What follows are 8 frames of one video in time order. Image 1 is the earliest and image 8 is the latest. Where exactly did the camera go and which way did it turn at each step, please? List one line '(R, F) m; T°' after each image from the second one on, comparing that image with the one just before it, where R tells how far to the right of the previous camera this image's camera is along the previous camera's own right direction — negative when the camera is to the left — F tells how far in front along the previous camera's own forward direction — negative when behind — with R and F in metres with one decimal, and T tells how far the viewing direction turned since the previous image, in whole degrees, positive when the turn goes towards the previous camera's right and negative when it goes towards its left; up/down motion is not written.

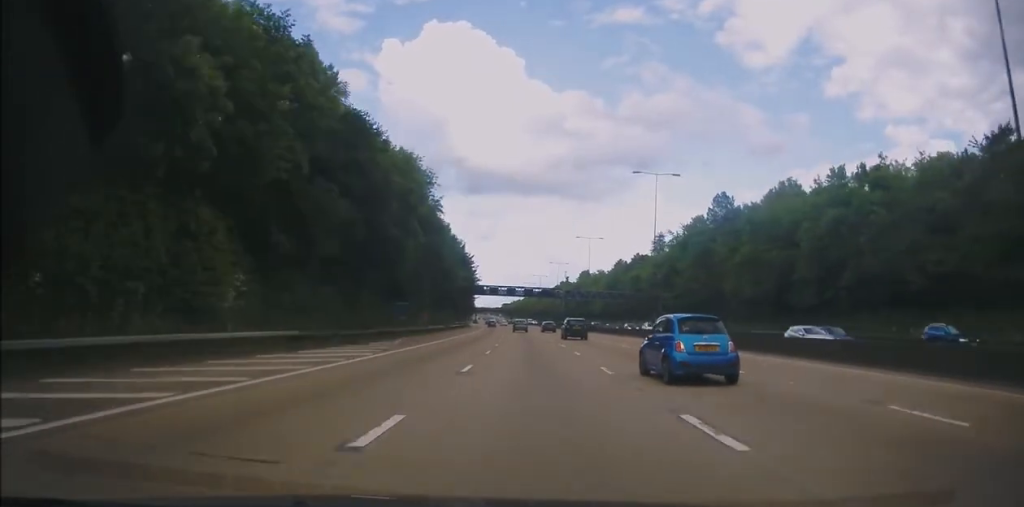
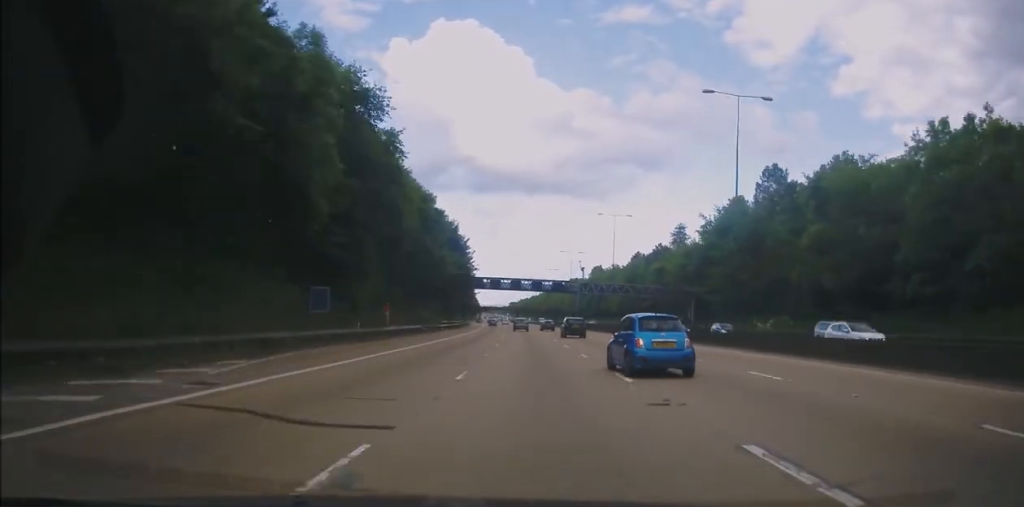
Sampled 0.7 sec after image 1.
(+0.2, +20.6) m; -1°
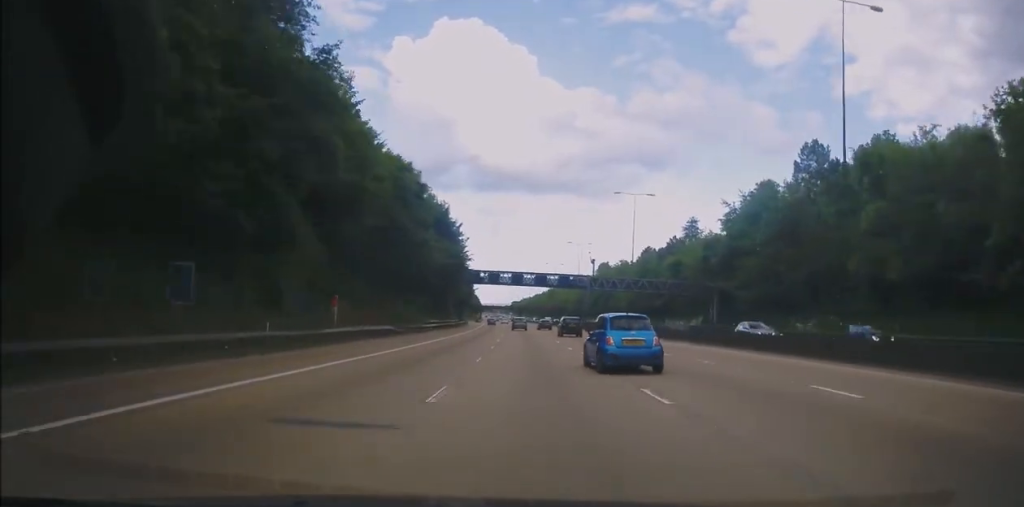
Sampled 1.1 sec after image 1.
(-0.3, +12.7) m; -1°
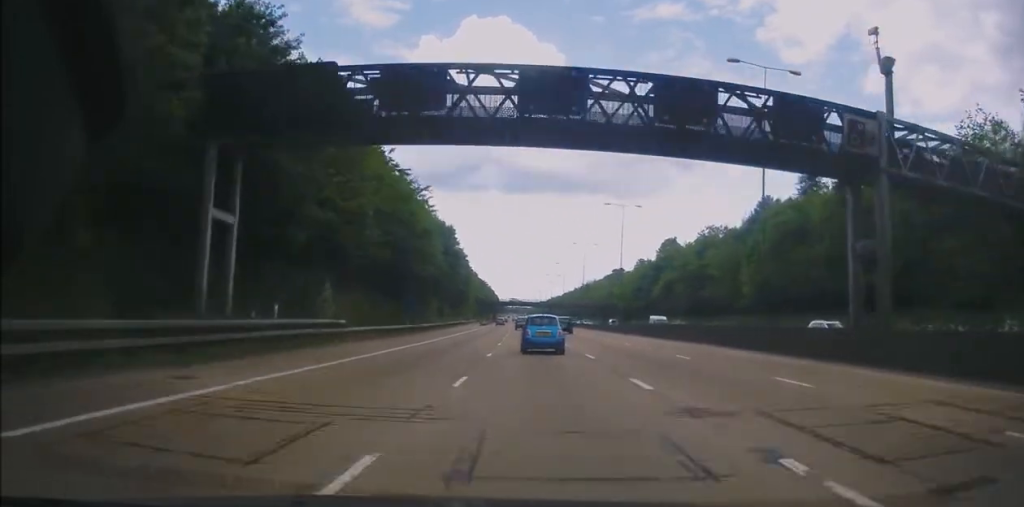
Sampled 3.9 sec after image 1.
(-1.7, +78.2) m; -3°
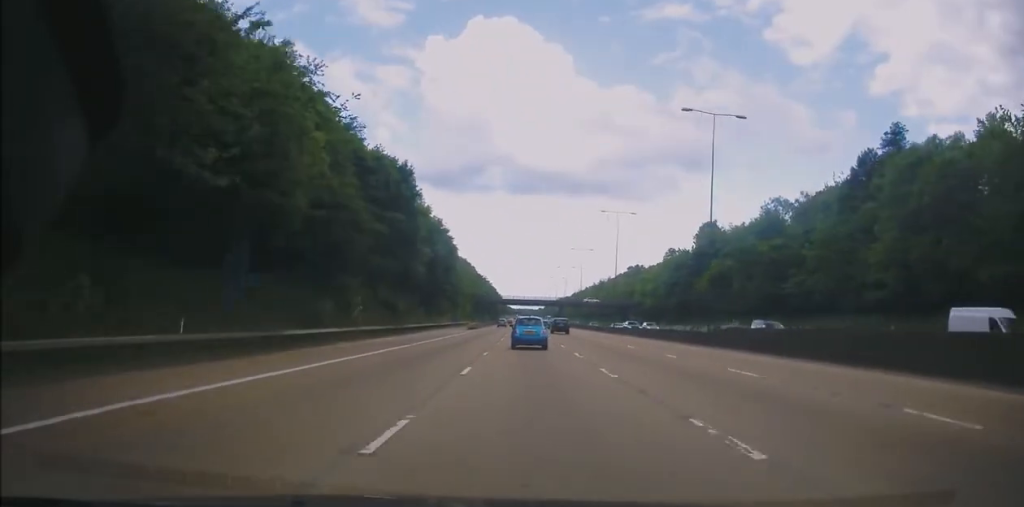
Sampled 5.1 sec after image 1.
(-0.2, +34.2) m; 0°
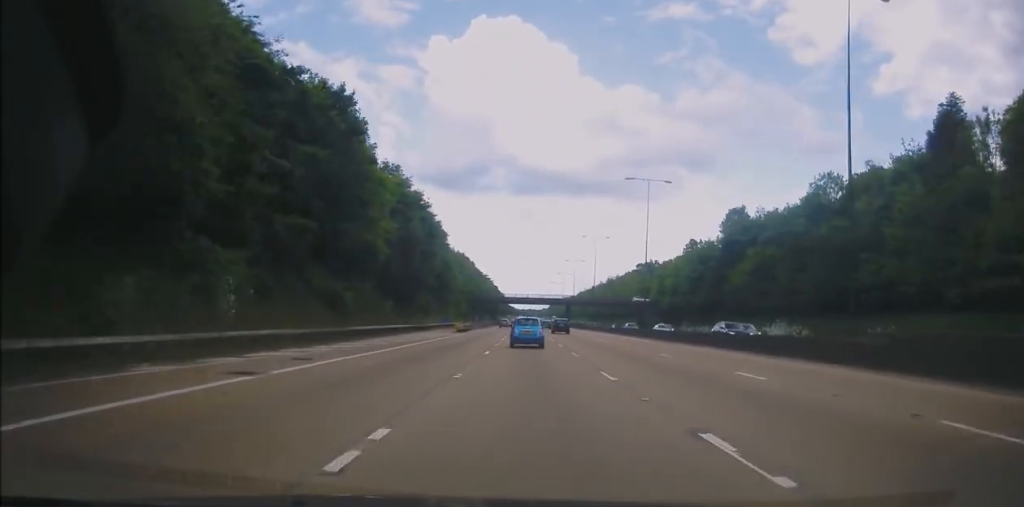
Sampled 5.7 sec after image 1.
(+0.3, +17.4) m; 0°
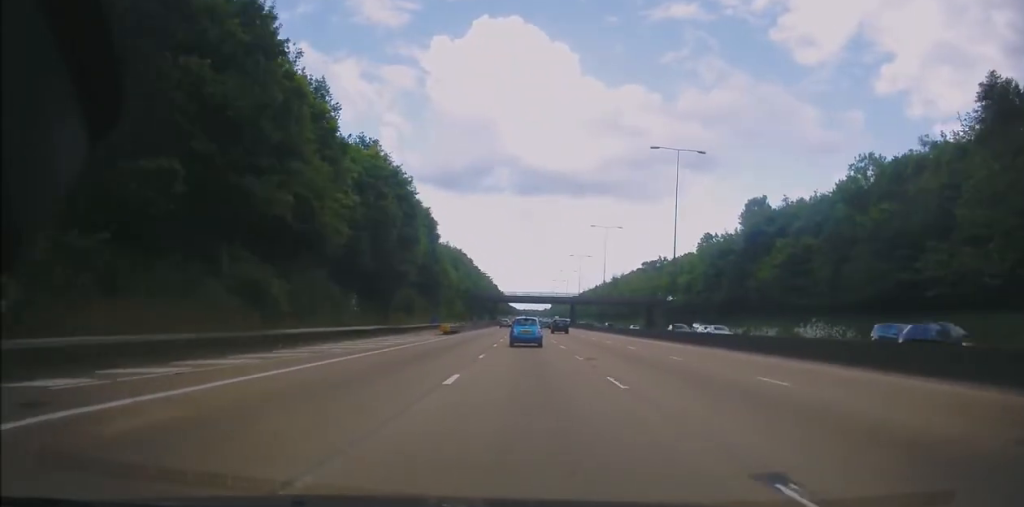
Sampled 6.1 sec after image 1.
(-0.2, +11.0) m; -1°
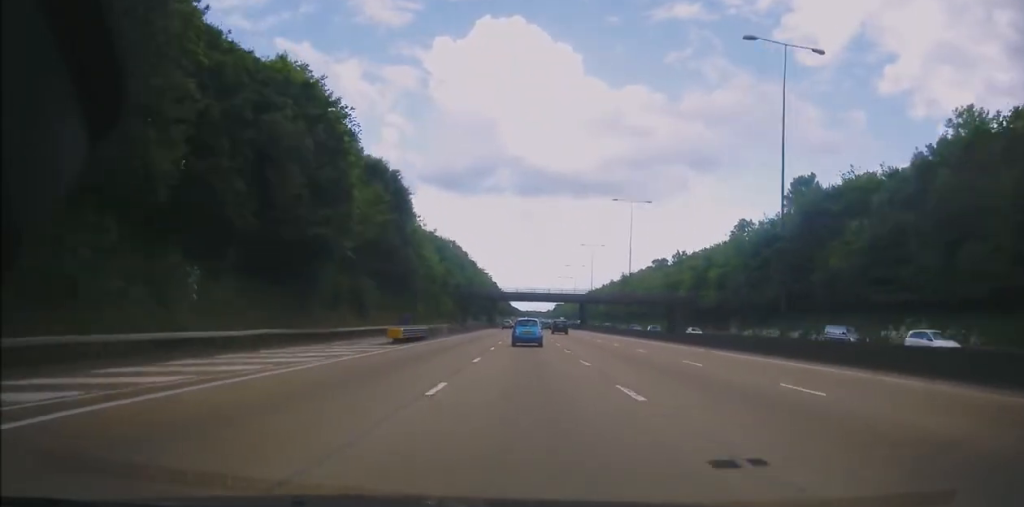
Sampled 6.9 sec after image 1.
(-0.2, +20.1) m; -1°
